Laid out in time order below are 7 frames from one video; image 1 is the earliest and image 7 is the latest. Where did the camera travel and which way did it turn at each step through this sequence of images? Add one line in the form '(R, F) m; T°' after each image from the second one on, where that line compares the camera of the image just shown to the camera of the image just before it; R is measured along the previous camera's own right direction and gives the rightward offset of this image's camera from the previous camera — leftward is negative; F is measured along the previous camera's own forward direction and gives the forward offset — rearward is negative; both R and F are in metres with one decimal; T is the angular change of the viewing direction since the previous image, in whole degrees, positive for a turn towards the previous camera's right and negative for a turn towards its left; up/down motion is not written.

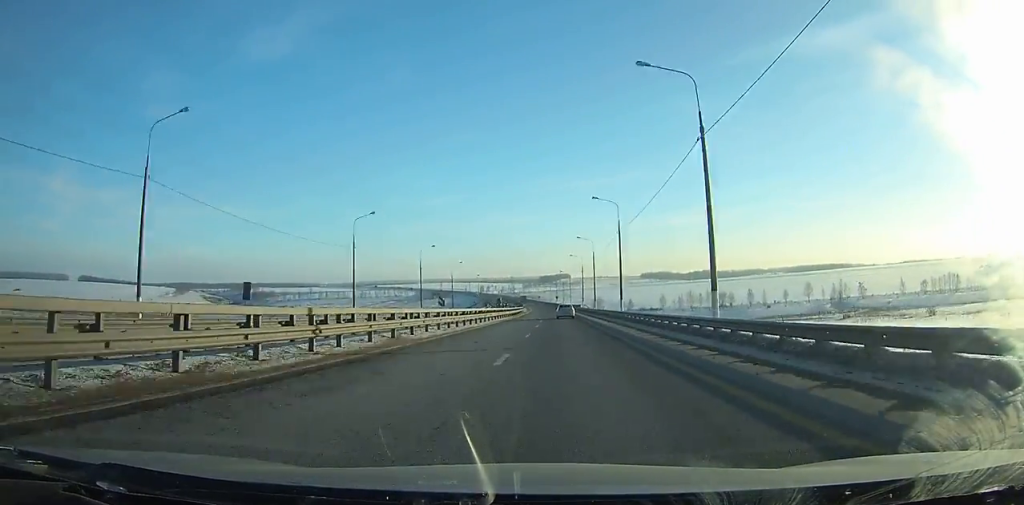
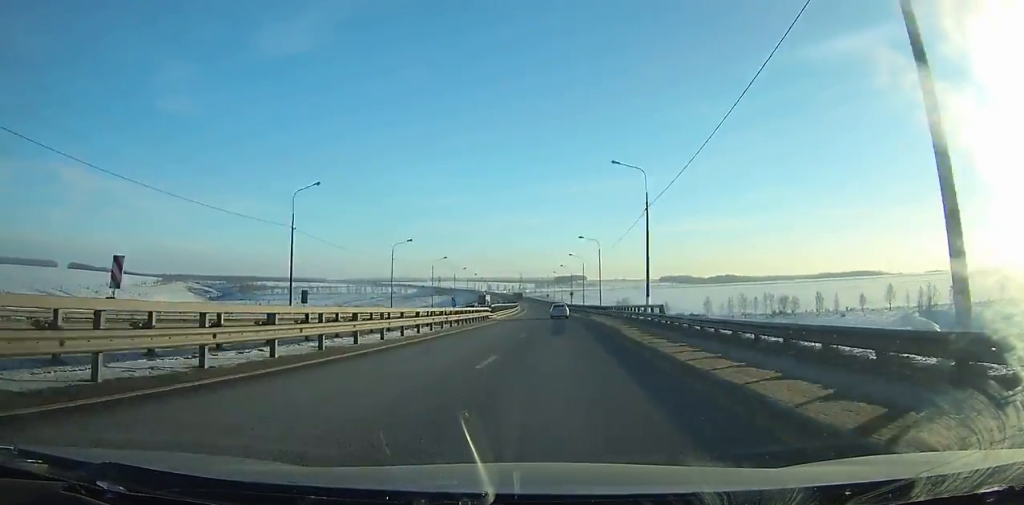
(-0.8, +84.1) m; -1°
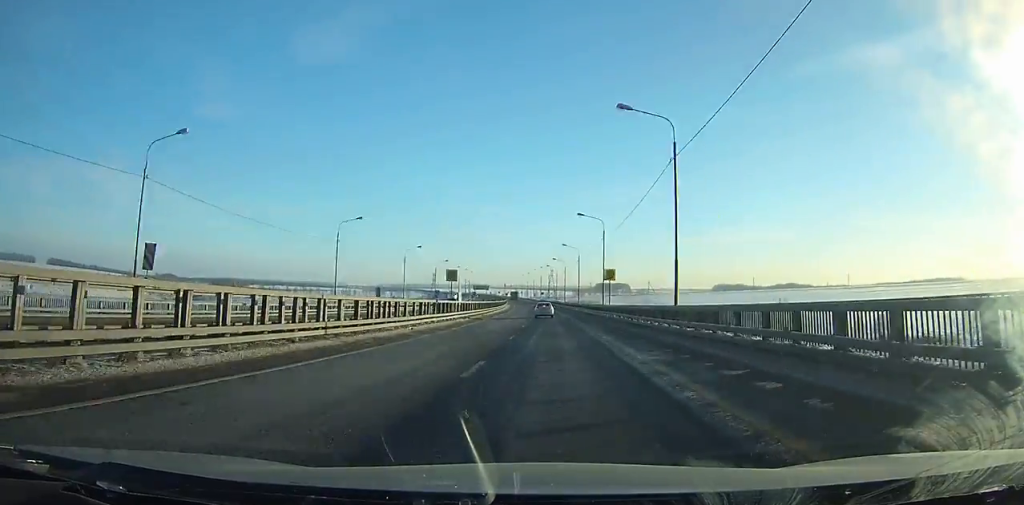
(-6.2, +179.6) m; -4°
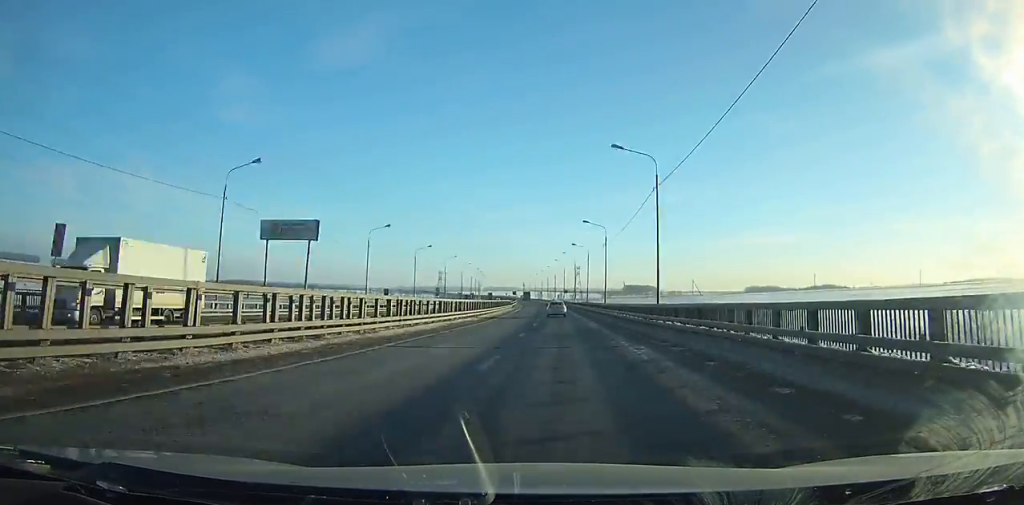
(-0.6, +59.0) m; -2°
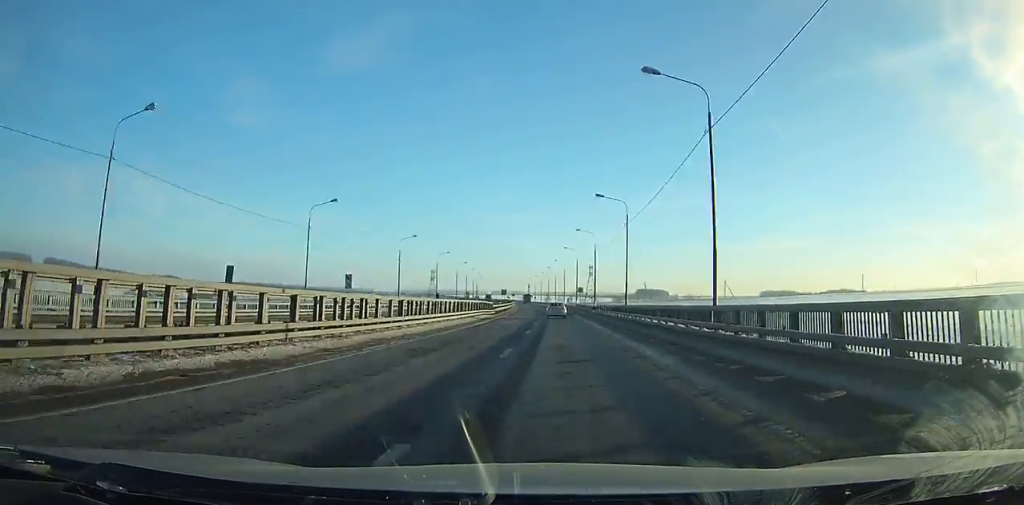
(-0.7, +45.3) m; -1°
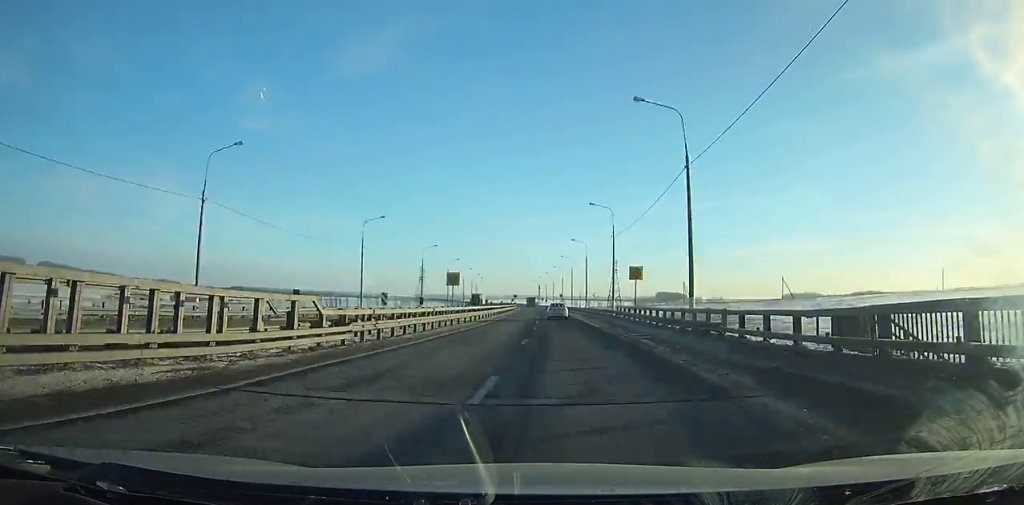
(-0.6, +54.4) m; -1°
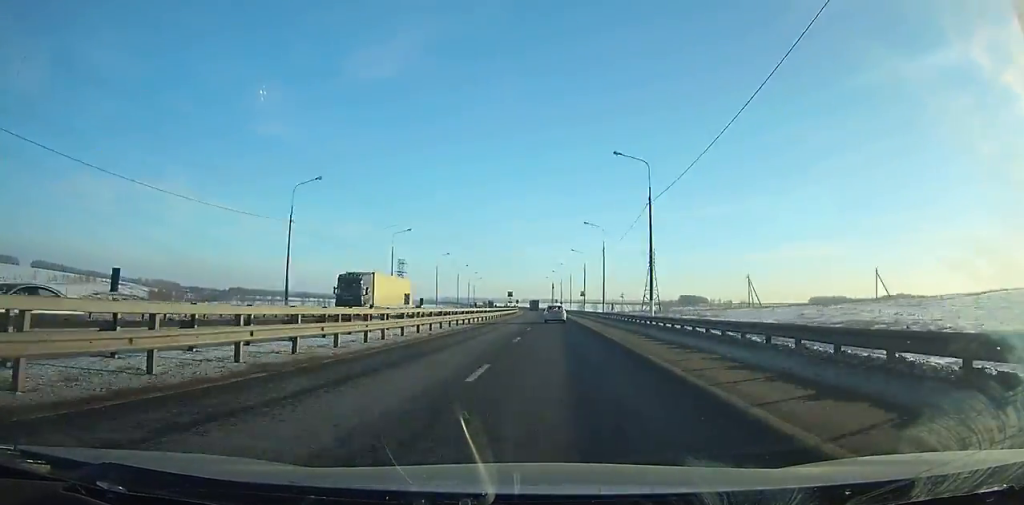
(-0.8, +56.7) m; -1°
